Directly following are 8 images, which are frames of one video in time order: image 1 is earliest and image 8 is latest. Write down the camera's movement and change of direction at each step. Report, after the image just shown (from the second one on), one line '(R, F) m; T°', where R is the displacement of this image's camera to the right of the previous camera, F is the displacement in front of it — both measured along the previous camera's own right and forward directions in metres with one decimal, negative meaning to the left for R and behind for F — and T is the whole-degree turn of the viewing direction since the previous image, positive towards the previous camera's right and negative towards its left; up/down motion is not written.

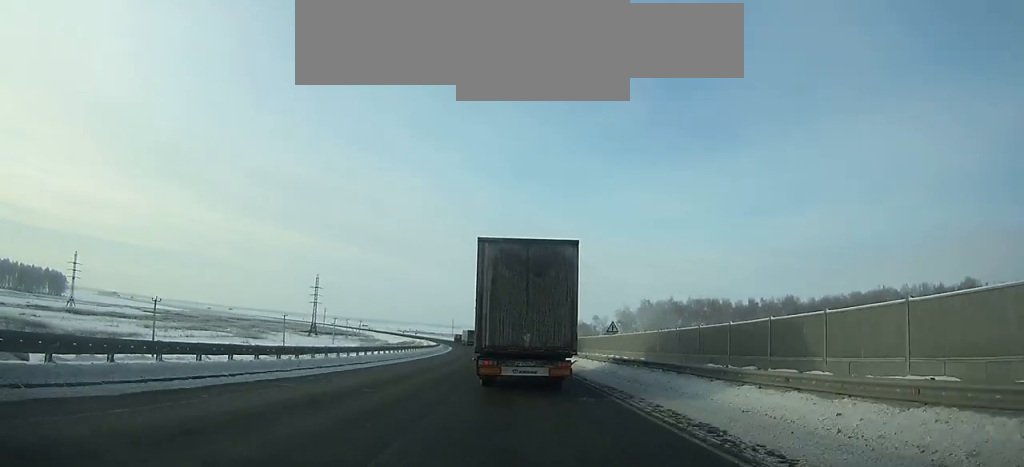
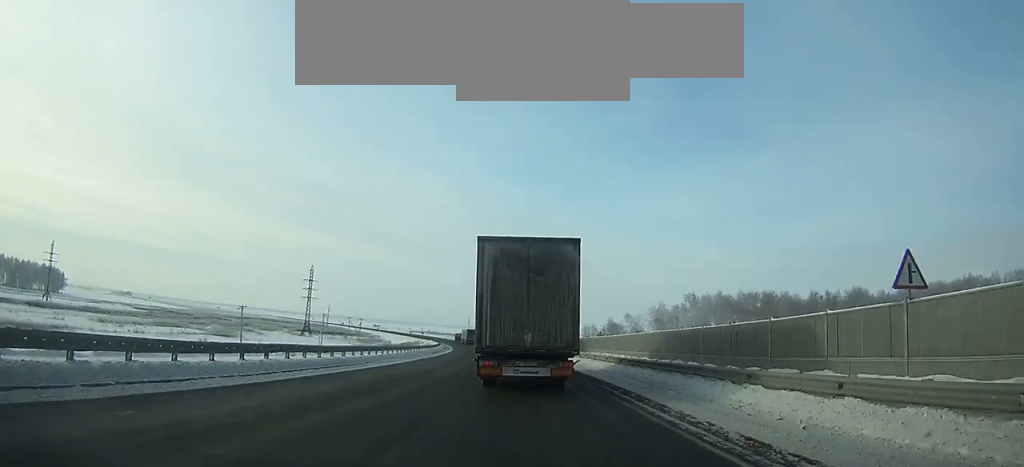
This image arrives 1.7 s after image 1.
(-0.5, +29.9) m; -2°
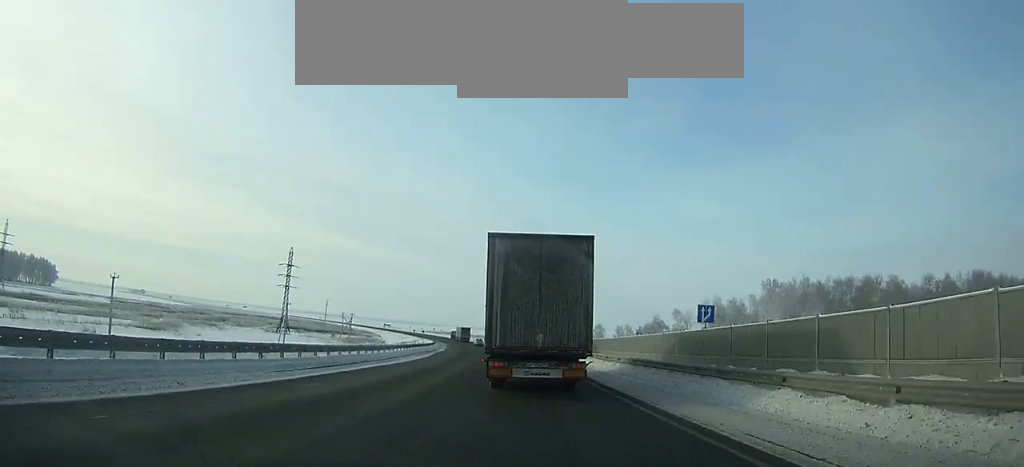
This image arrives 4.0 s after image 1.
(-0.6, +40.8) m; -3°
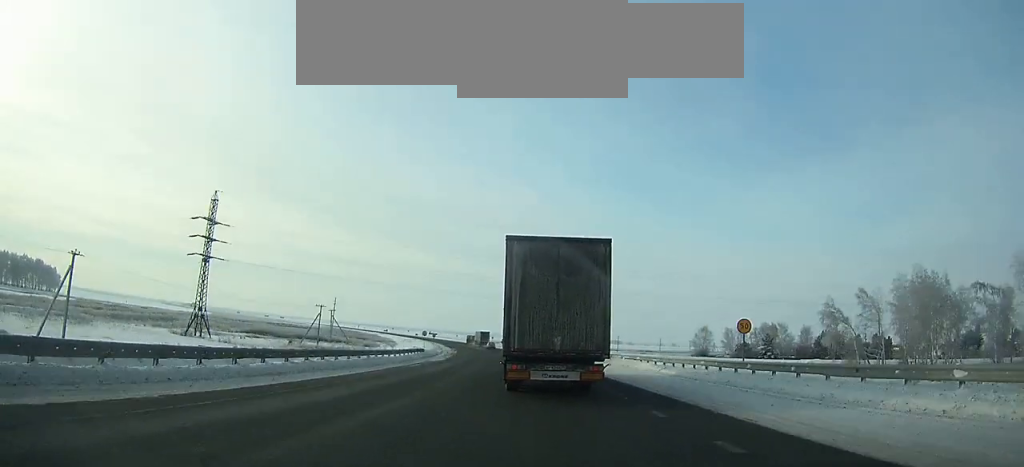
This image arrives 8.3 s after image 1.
(-4.0, +76.8) m; -5°
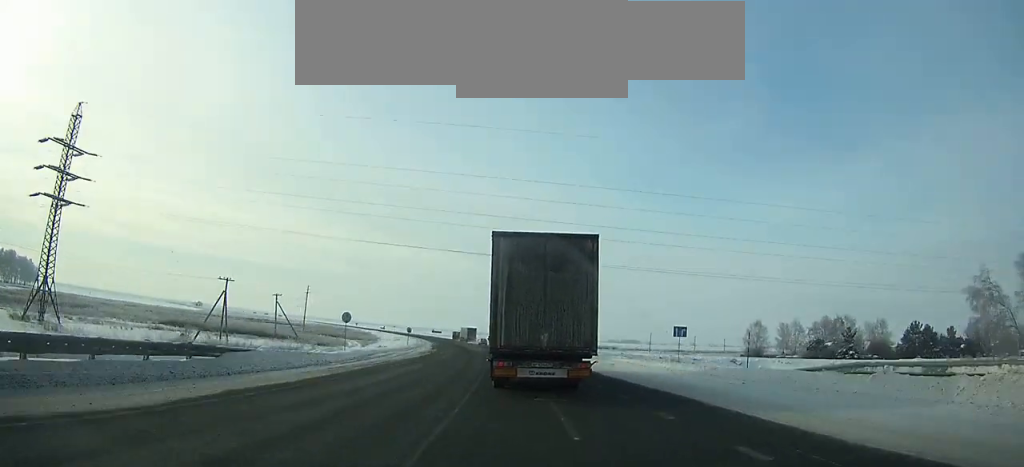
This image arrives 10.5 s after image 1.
(-0.8, +39.3) m; -2°
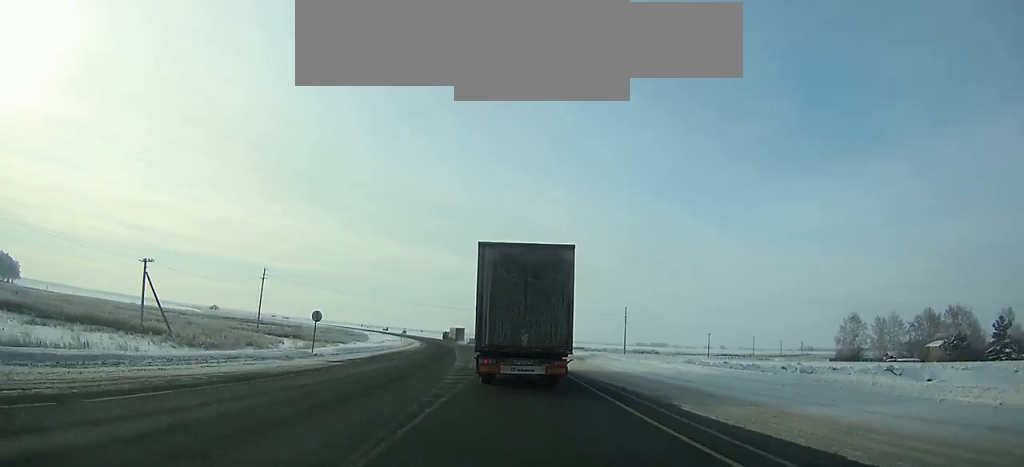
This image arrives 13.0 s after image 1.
(-0.7, +44.5) m; -3°
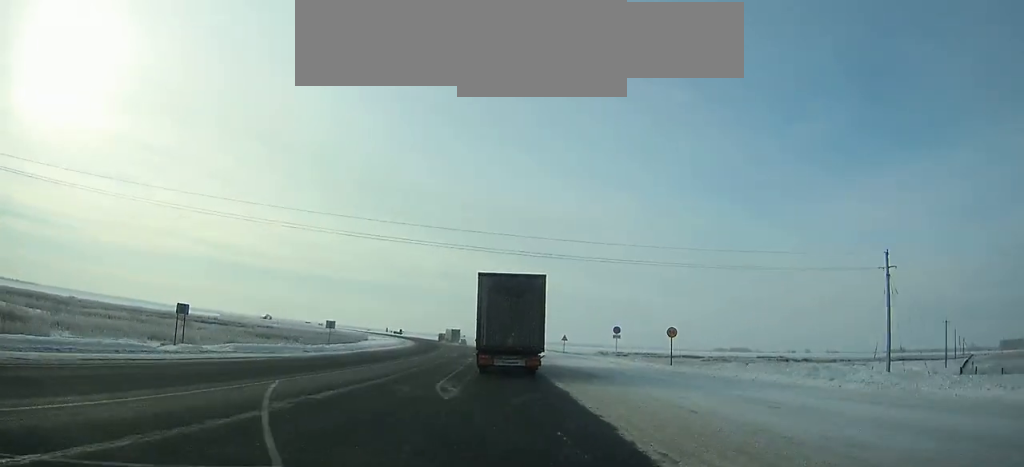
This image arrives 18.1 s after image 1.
(-5.6, +89.5) m; -8°
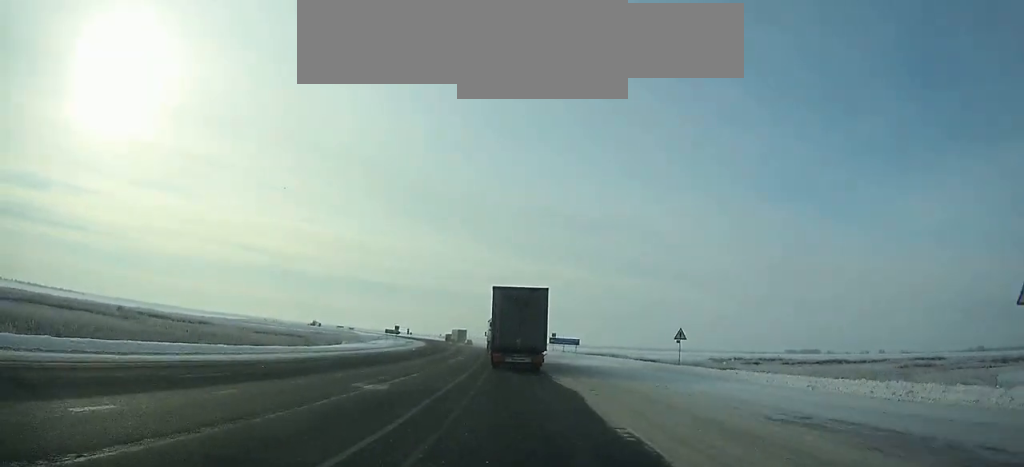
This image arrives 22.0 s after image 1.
(-3.3, +69.0) m; -5°
